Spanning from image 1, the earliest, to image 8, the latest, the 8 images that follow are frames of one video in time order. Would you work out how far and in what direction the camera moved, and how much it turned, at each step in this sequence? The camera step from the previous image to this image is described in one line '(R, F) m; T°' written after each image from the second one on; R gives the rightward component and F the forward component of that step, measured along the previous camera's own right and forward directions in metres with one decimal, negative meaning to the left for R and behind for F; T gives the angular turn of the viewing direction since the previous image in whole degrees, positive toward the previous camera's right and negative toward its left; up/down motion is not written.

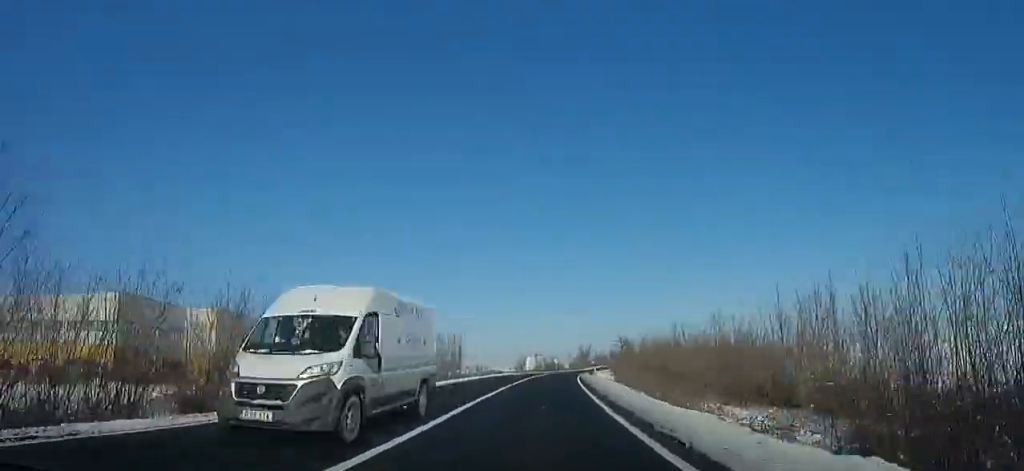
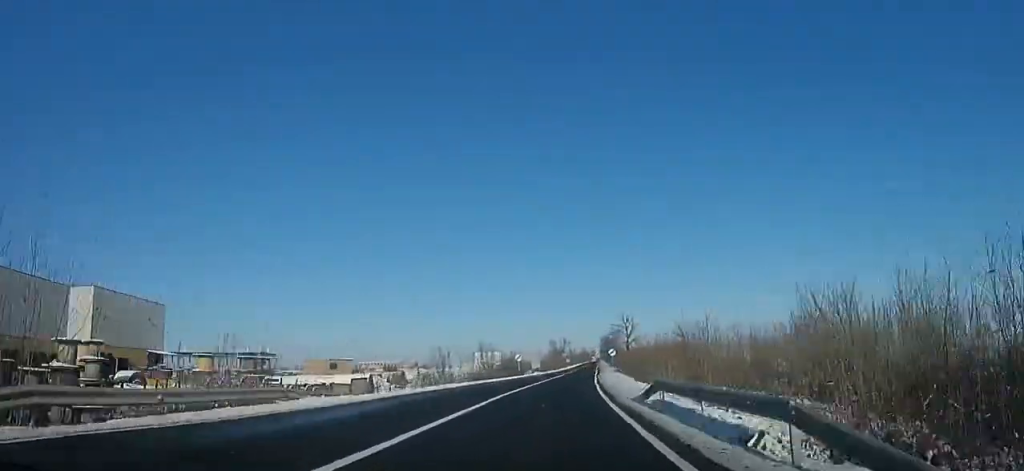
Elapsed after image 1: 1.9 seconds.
(+1.2, +39.6) m; +4°
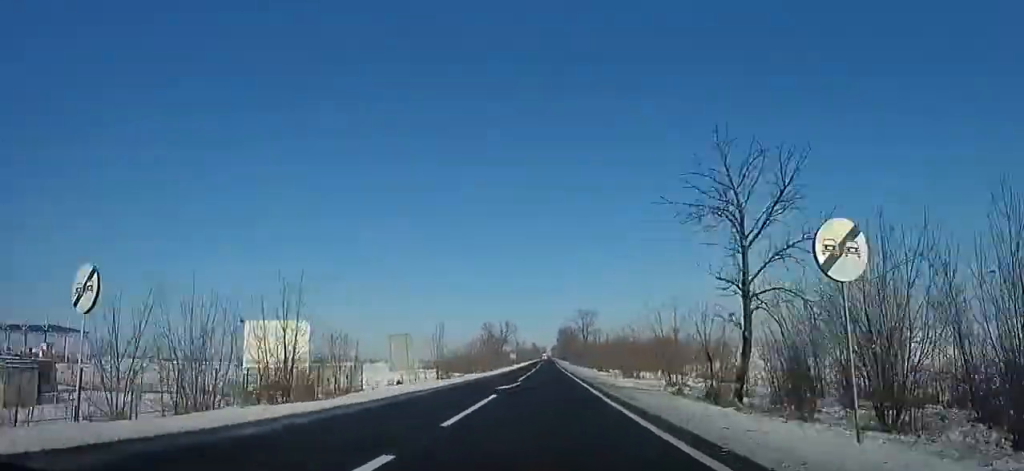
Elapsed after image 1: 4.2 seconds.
(+2.3, +49.9) m; +4°
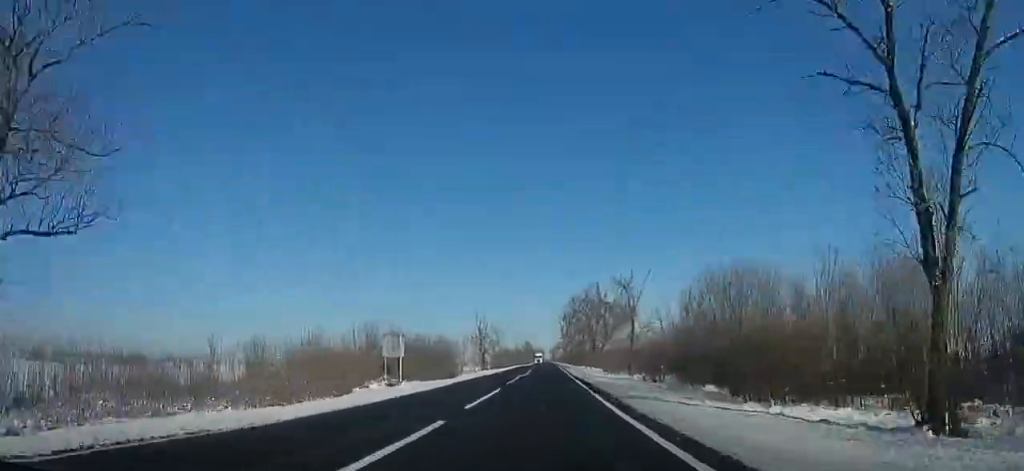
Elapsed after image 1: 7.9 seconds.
(+4.1, +79.0) m; +3°
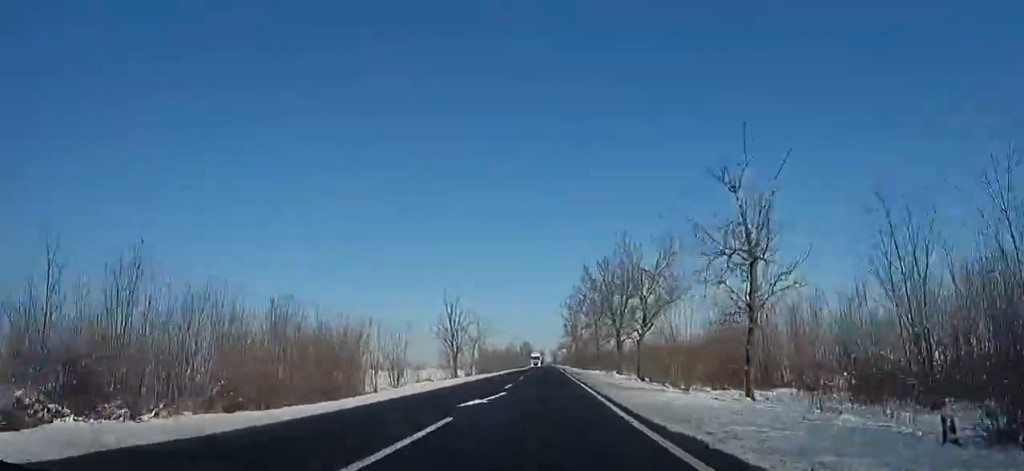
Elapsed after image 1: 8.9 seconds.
(+0.7, +20.2) m; -1°
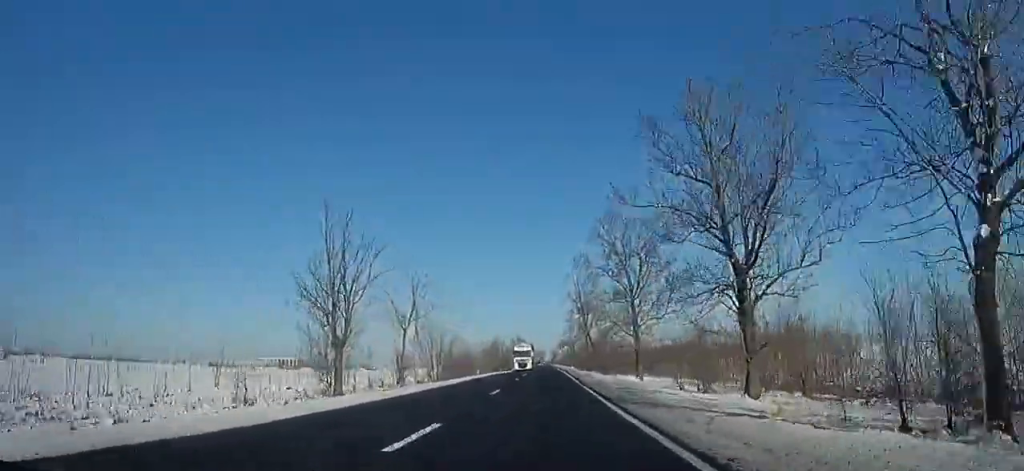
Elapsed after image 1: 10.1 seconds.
(-2.5, +27.7) m; -3°
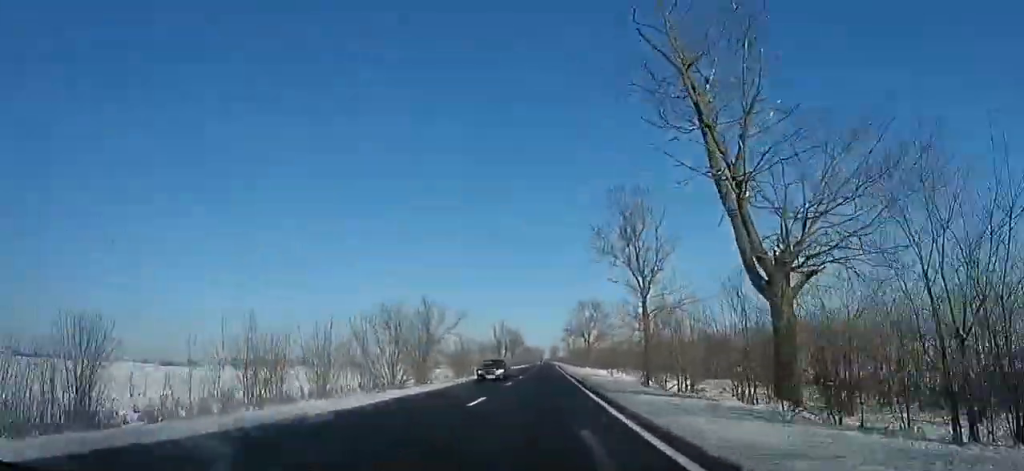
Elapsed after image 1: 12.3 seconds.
(-0.2, +46.7) m; +1°
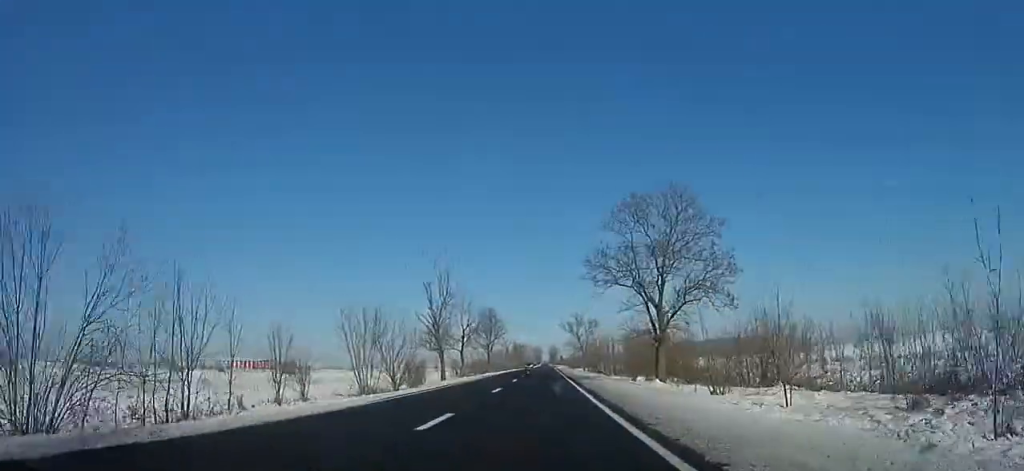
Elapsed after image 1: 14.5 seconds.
(+0.7, +42.2) m; +1°
